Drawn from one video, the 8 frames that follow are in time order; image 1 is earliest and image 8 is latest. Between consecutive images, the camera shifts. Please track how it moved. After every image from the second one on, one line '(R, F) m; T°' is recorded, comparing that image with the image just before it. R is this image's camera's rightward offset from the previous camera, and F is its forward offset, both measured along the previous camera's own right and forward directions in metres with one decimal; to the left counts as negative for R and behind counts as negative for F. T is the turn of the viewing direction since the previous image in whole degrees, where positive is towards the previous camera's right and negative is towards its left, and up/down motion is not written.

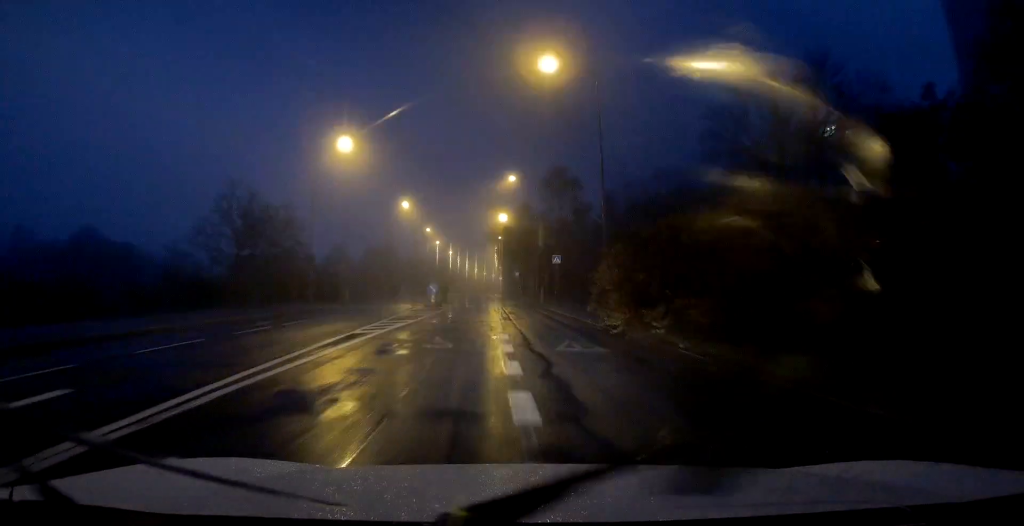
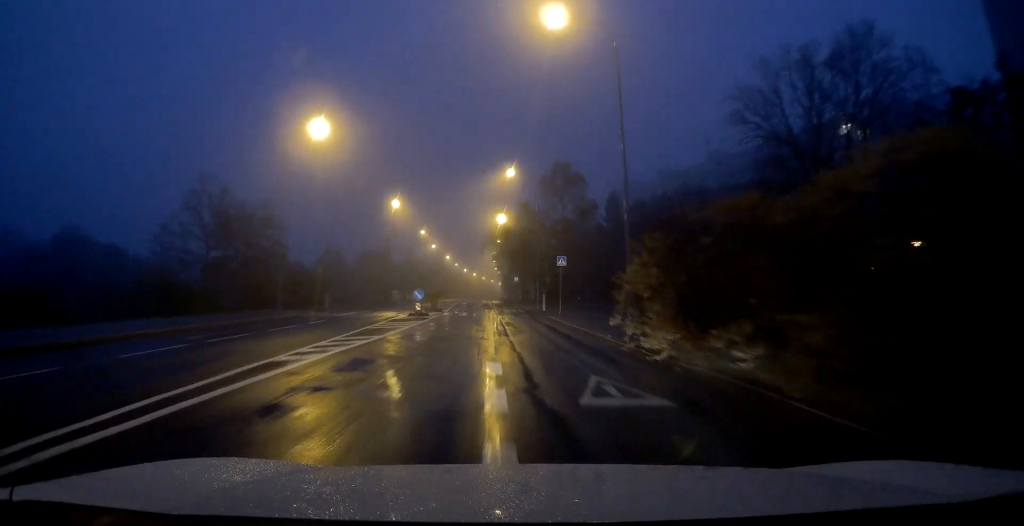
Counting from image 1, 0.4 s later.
(0.0, +5.0) m; 0°
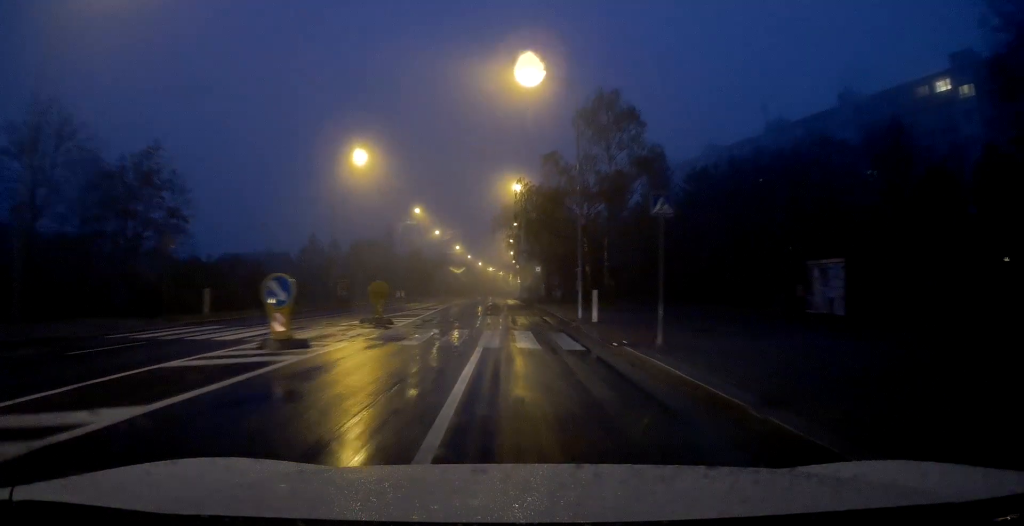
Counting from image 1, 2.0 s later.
(0.0, +20.2) m; 0°
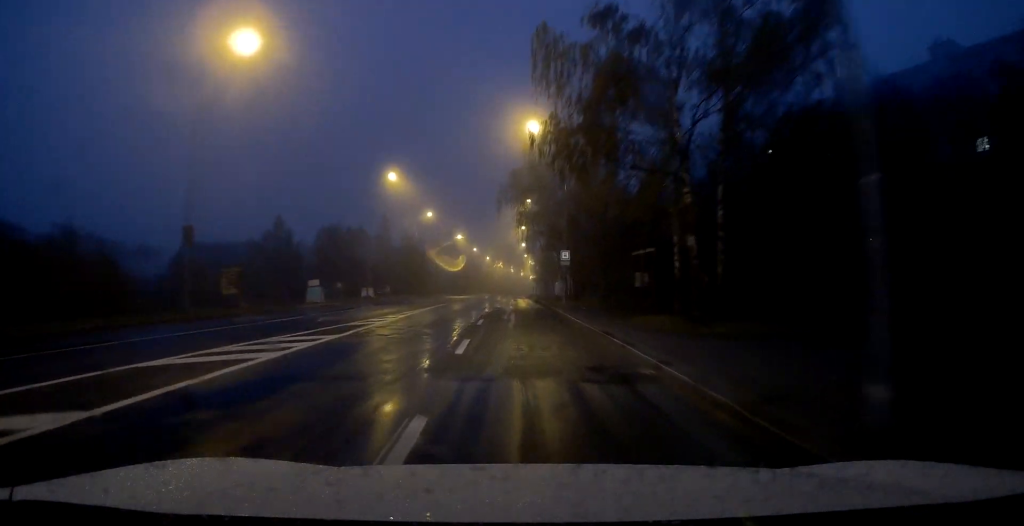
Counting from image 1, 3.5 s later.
(-0.4, +20.1) m; -2°
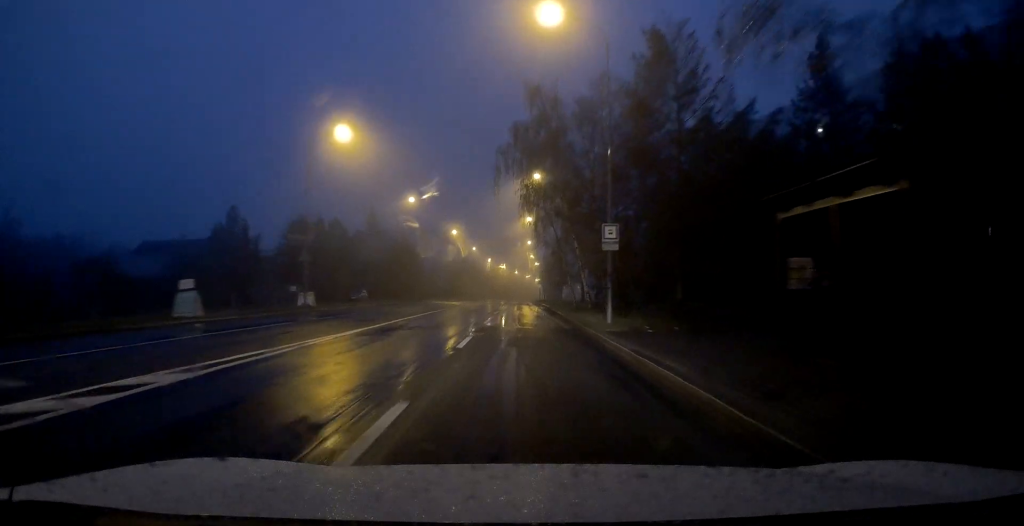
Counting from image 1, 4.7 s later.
(+0.1, +15.7) m; 0°
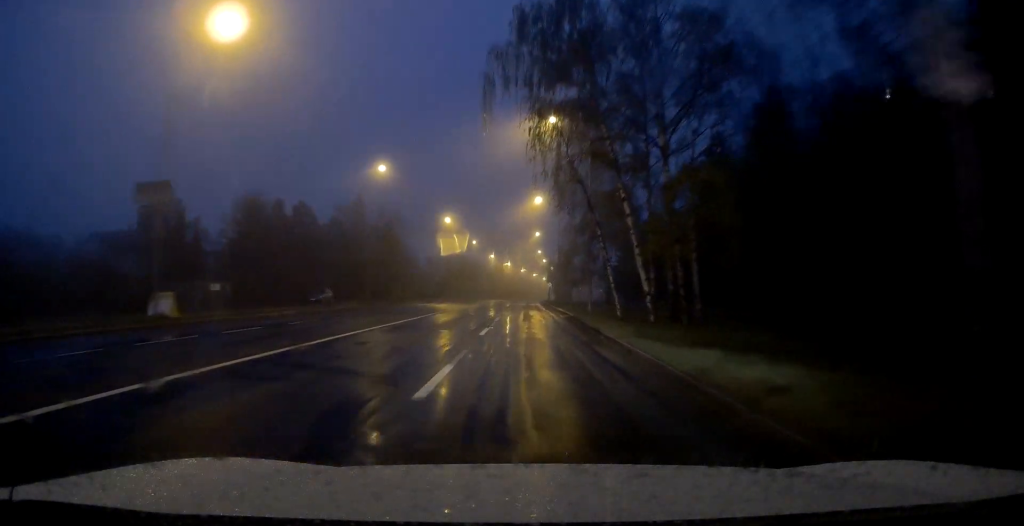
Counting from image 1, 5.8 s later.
(-0.2, +15.6) m; -1°
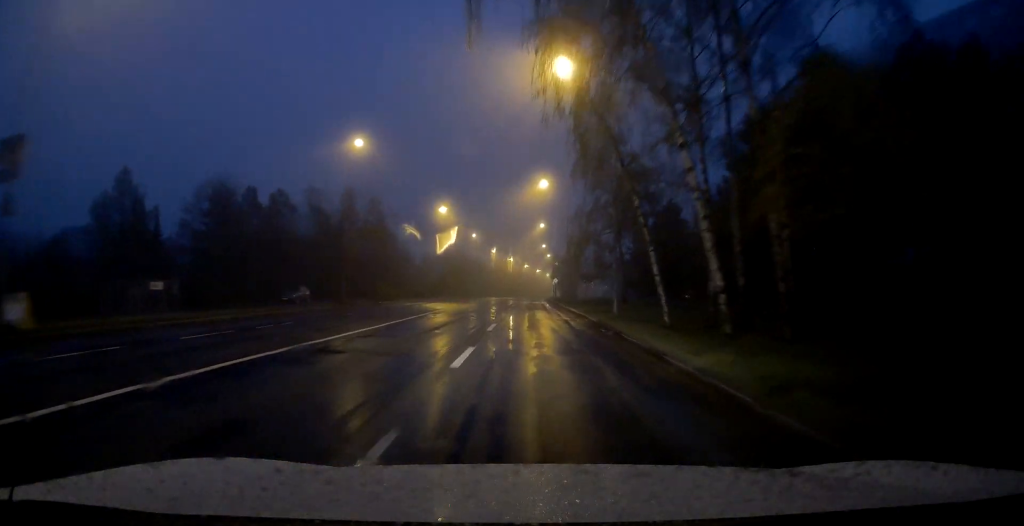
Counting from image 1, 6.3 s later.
(0.0, +7.4) m; 0°
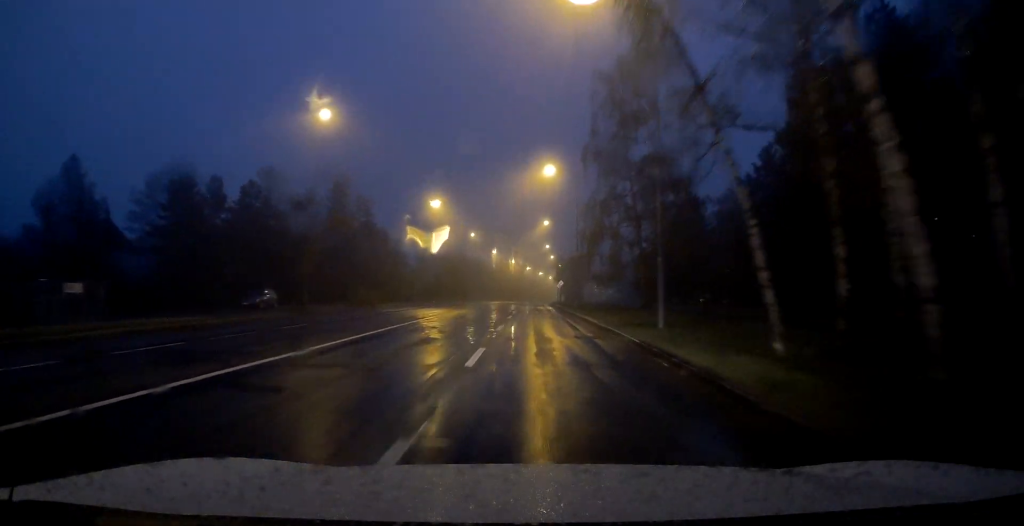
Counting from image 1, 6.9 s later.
(0.0, +7.4) m; 0°
